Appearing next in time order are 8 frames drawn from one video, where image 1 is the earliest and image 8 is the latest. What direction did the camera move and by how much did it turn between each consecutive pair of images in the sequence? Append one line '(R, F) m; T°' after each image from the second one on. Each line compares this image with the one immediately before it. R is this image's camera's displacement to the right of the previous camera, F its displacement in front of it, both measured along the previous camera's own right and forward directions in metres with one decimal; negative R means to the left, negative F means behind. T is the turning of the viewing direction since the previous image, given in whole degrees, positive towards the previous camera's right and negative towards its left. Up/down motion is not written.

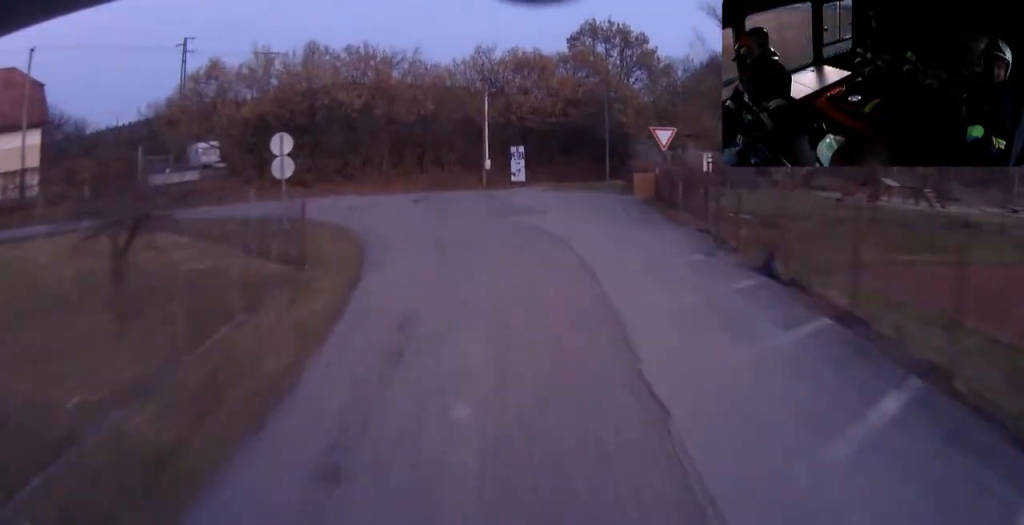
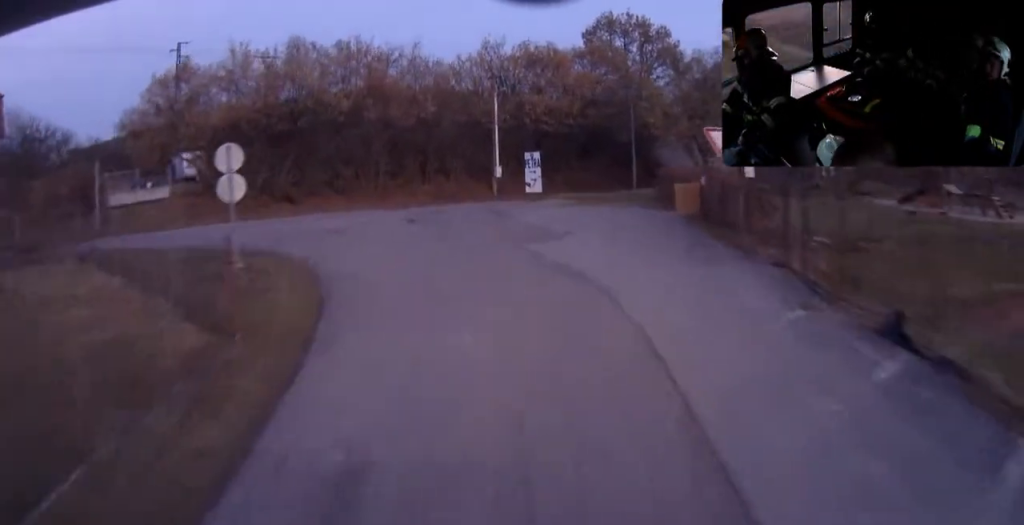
(0.0, +5.1) m; 0°
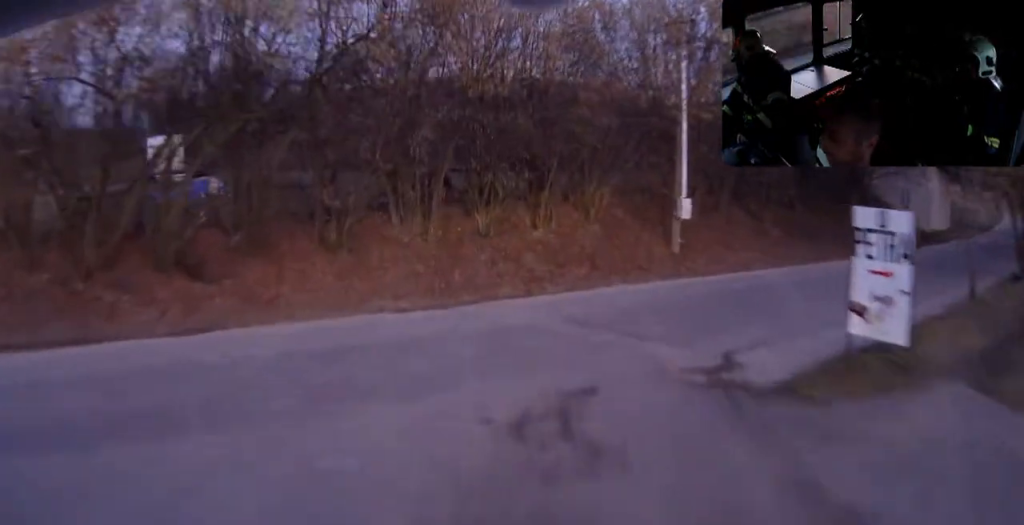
(-0.7, +21.9) m; +7°
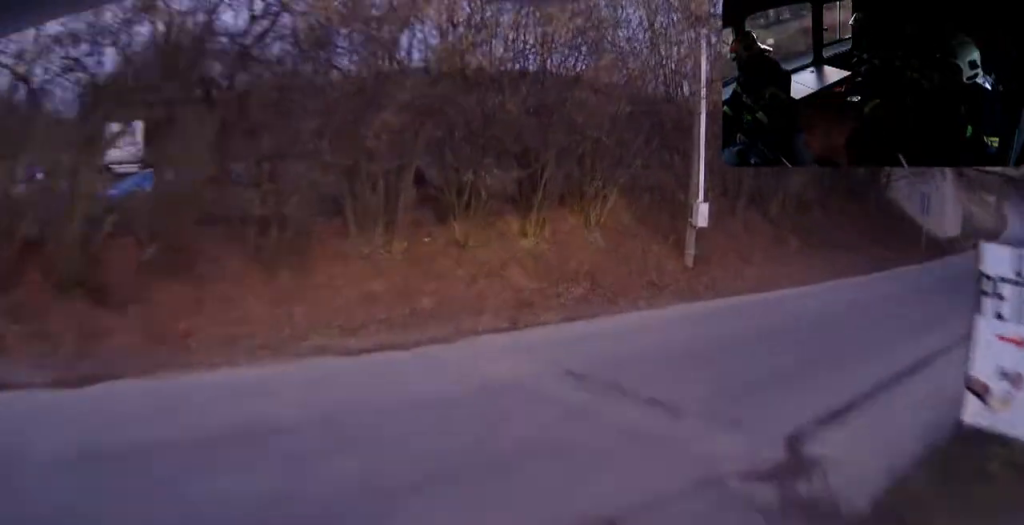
(-0.3, +3.7) m; +7°
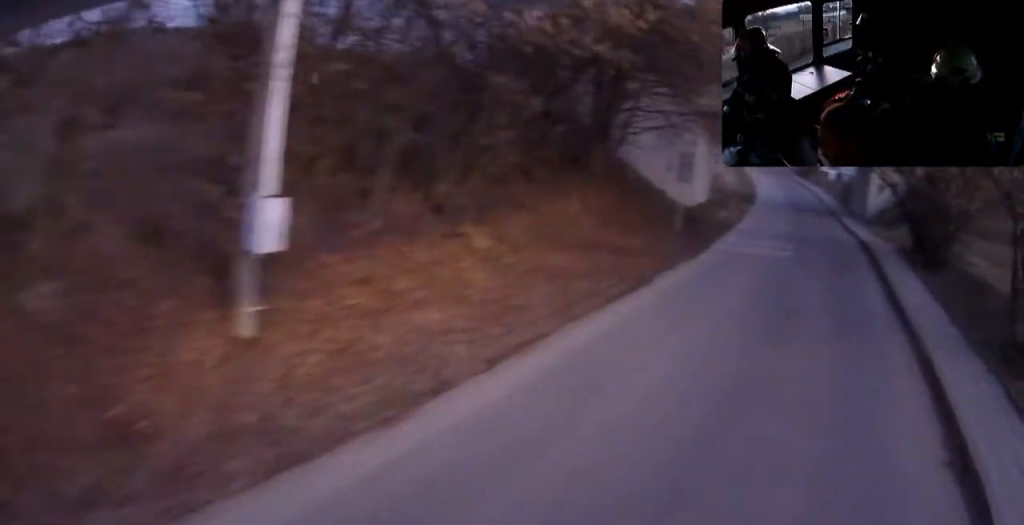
(+3.2, +11.4) m; +16°
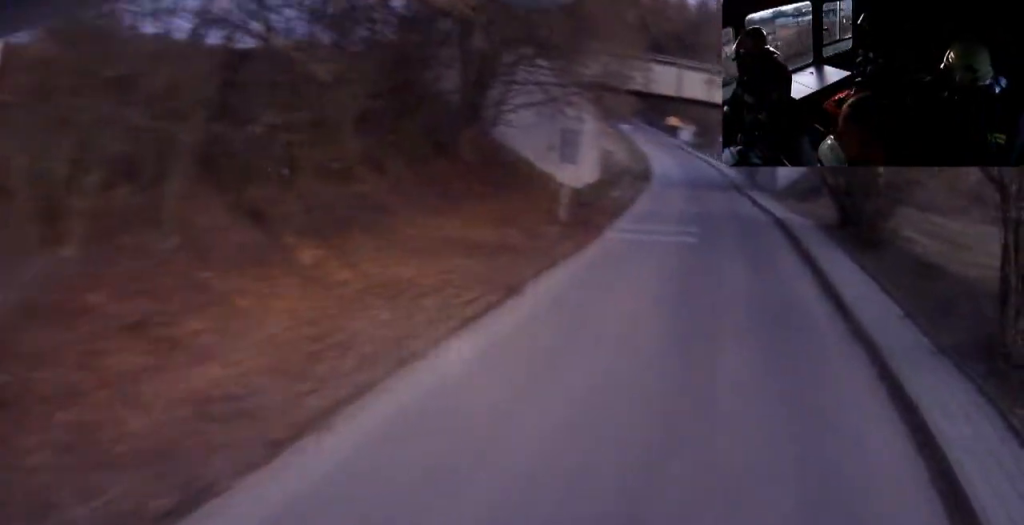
(0.0, +2.9) m; -1°
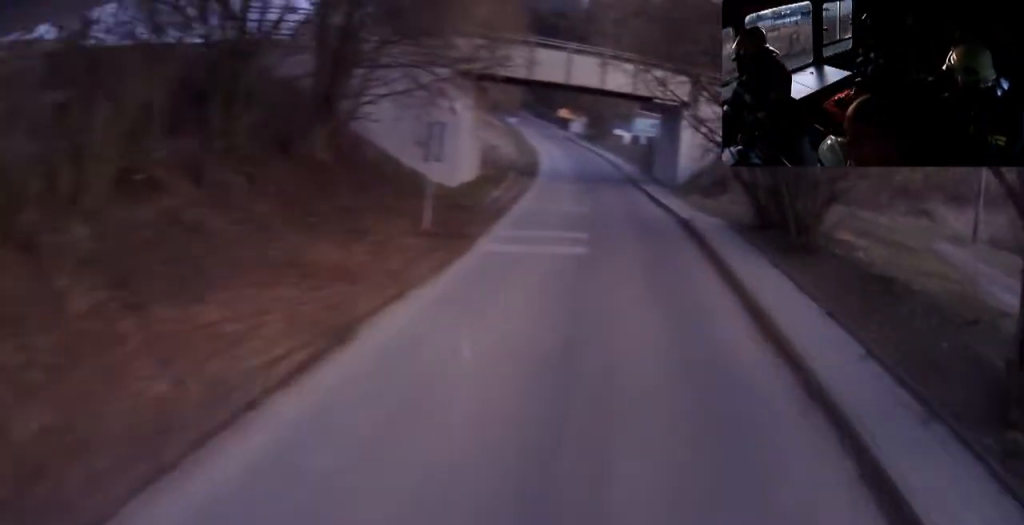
(-0.2, +2.9) m; -2°
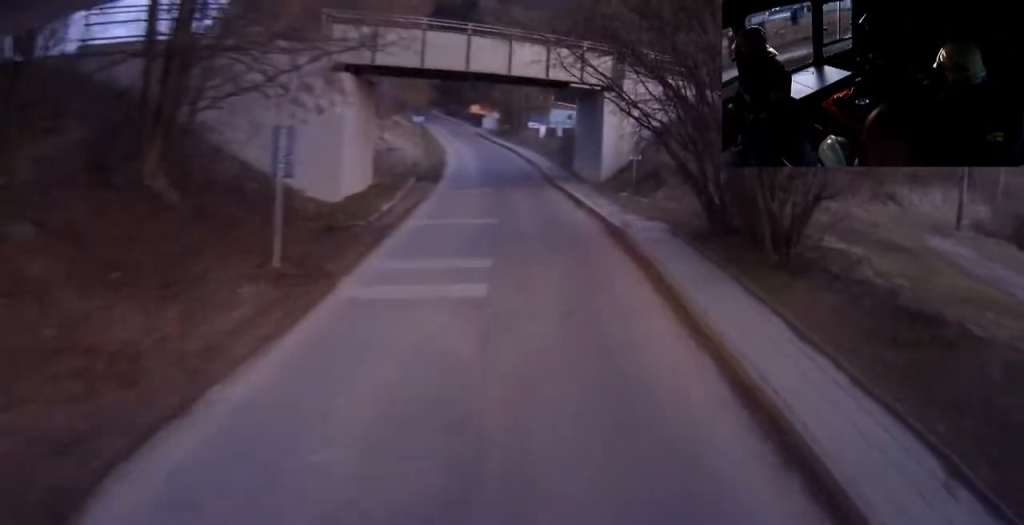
(-0.1, +4.1) m; 0°
